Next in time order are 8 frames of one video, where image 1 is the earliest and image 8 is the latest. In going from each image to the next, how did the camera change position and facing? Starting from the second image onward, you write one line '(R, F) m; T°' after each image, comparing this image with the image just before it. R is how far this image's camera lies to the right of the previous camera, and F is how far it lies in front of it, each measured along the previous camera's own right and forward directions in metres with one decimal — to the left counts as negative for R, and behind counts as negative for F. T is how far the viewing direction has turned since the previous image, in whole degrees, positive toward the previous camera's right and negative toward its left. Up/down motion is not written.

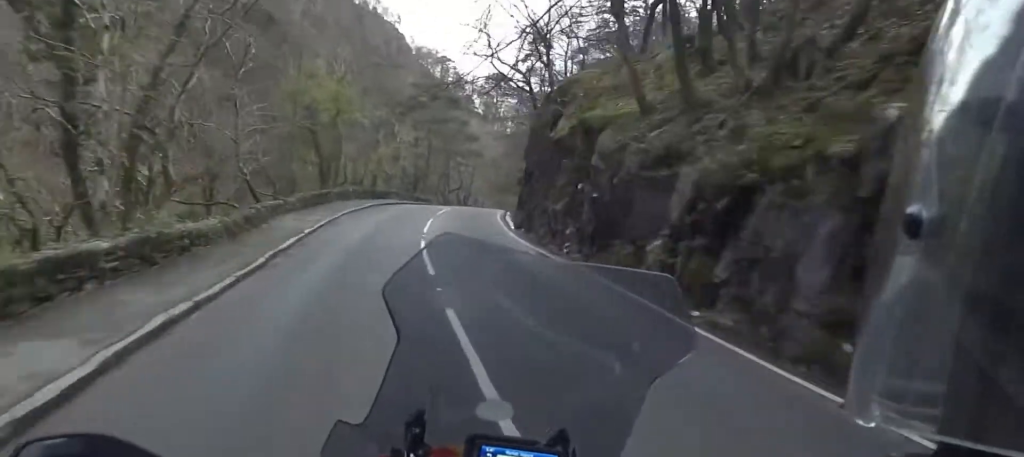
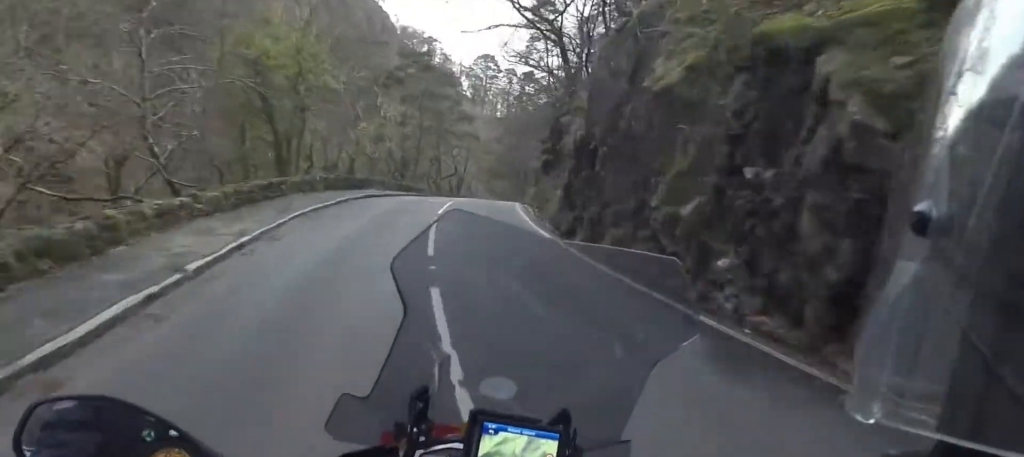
(+0.4, +10.2) m; +2°
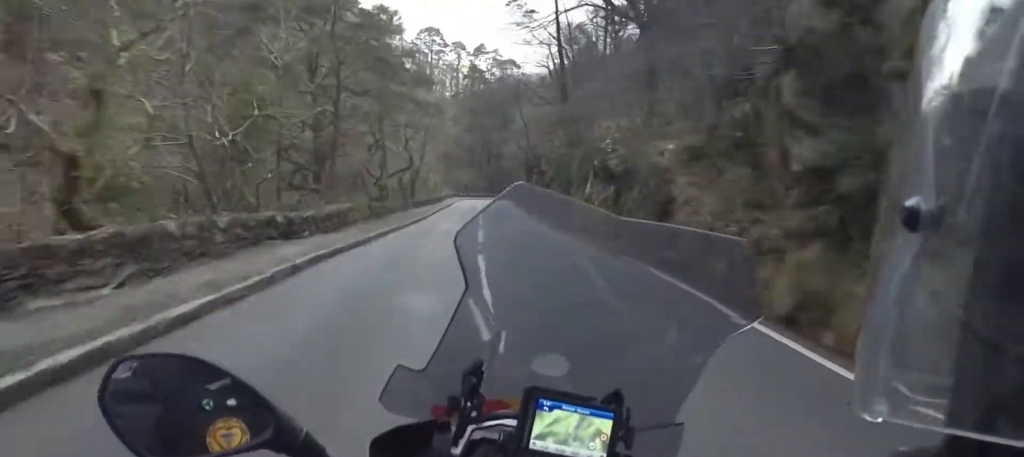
(+1.4, +27.0) m; +3°
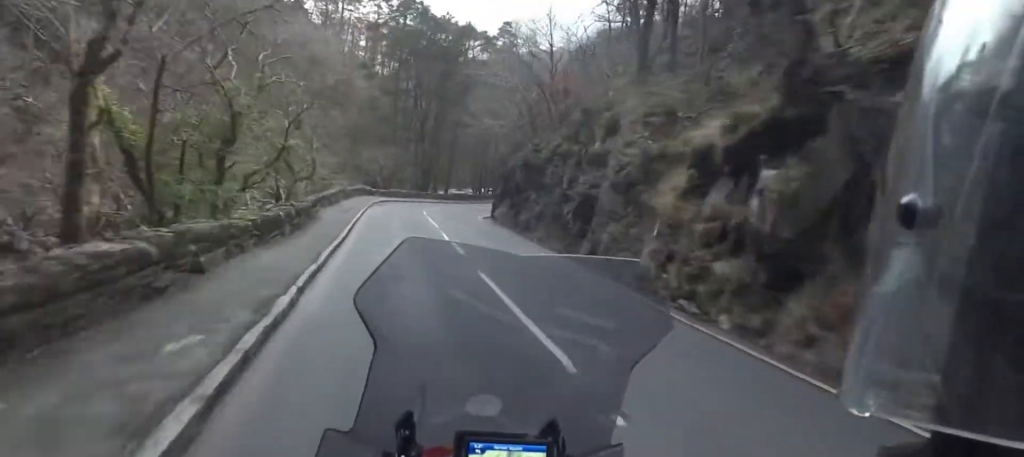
(+0.3, +48.1) m; +5°
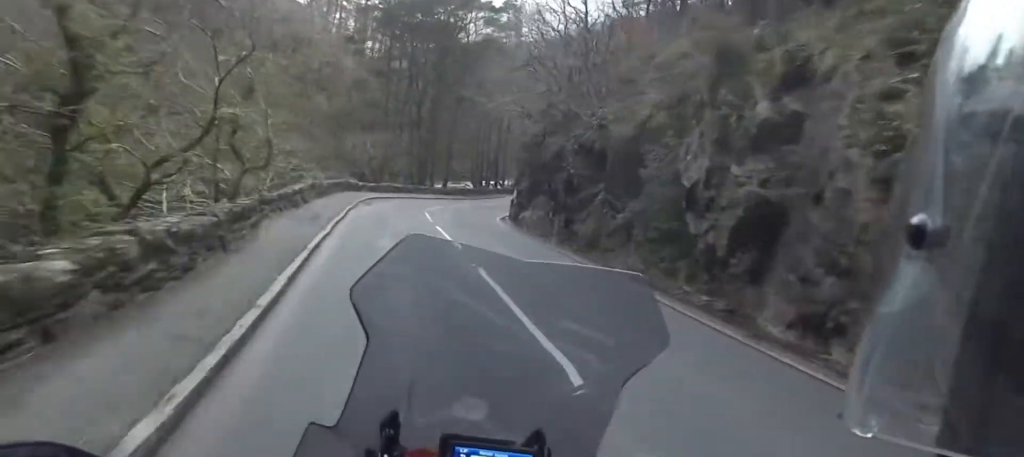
(+0.4, +10.2) m; +3°
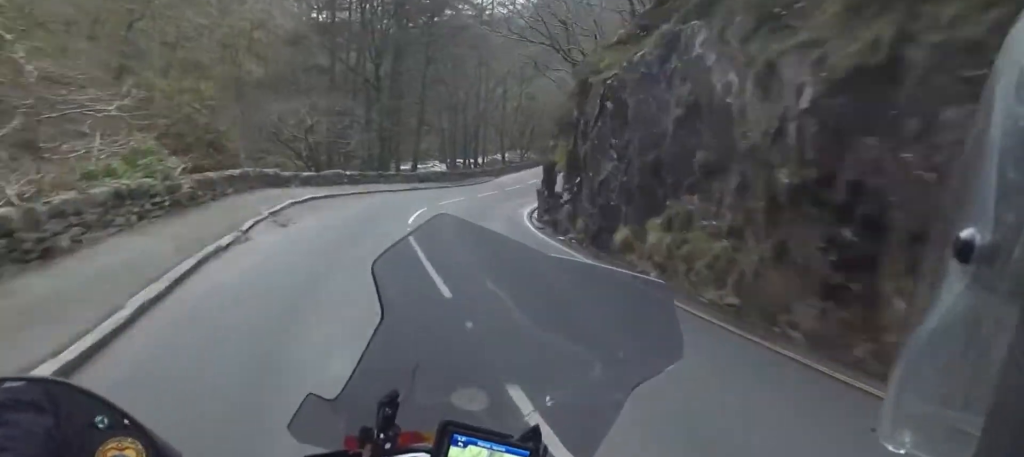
(+0.7, +17.0) m; +6°
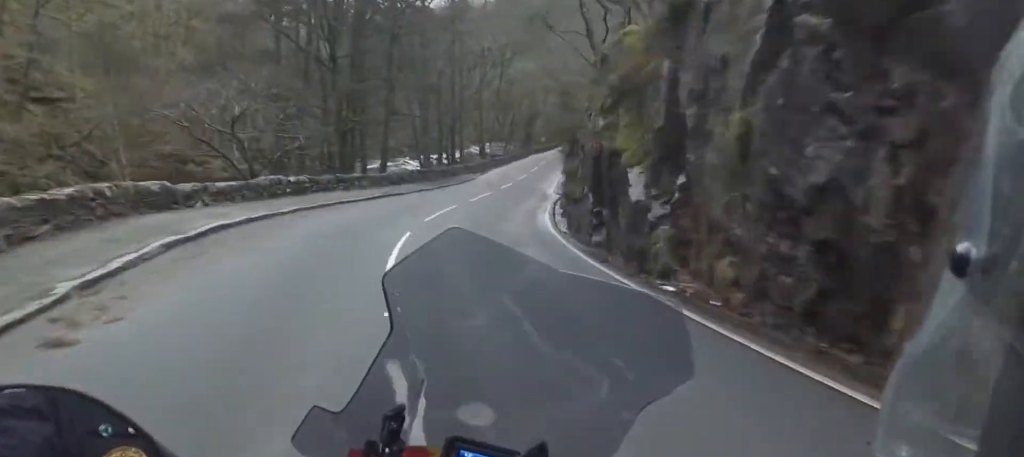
(+0.4, +9.6) m; +4°
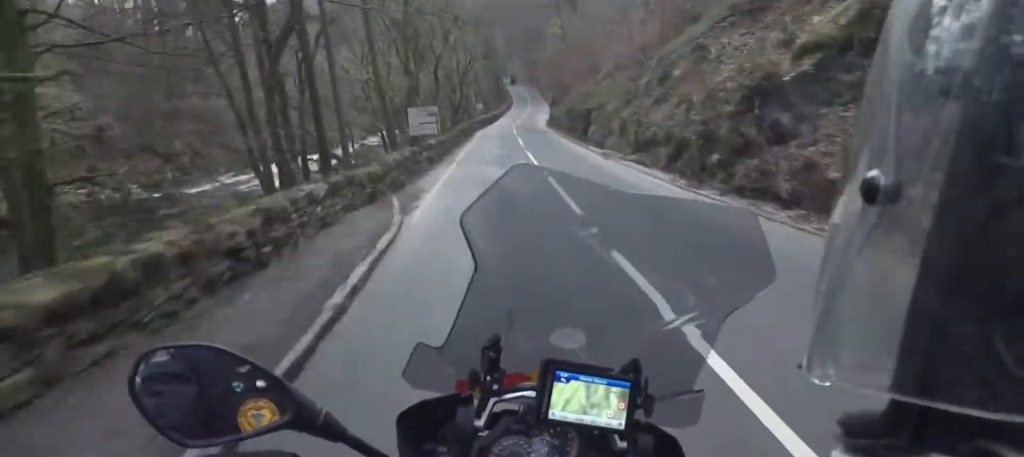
(+5.6, +38.5) m; +16°
